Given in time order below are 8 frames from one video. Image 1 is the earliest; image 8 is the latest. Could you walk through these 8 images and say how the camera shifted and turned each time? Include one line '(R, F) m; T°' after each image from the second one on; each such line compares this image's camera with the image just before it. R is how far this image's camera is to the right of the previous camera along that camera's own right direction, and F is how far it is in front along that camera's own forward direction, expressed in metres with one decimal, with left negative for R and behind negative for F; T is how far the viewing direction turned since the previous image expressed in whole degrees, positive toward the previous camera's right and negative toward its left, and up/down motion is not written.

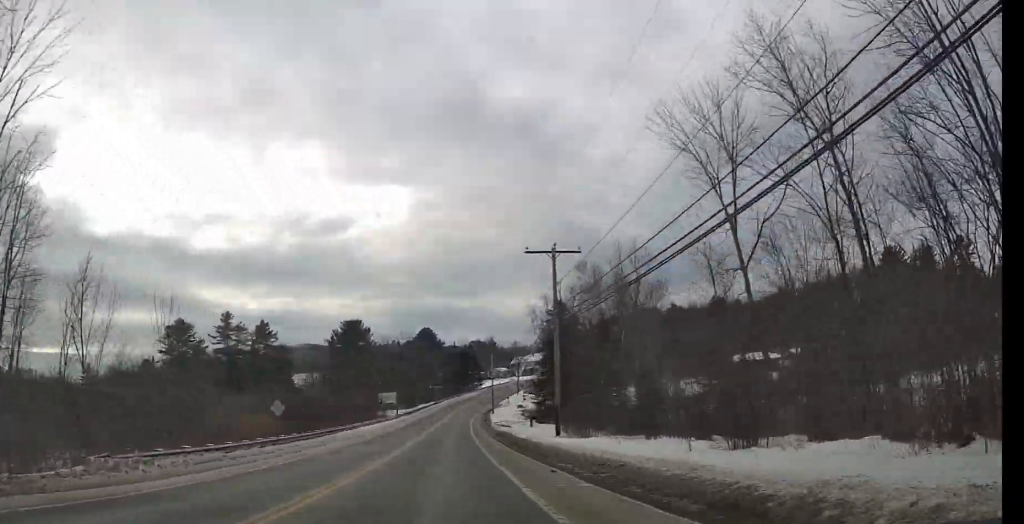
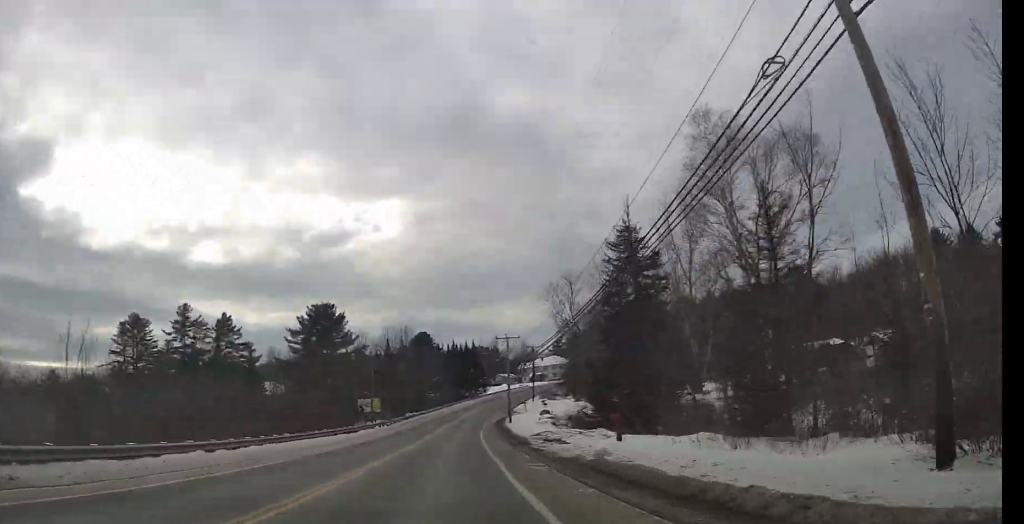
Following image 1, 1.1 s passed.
(+0.3, +26.7) m; +1°
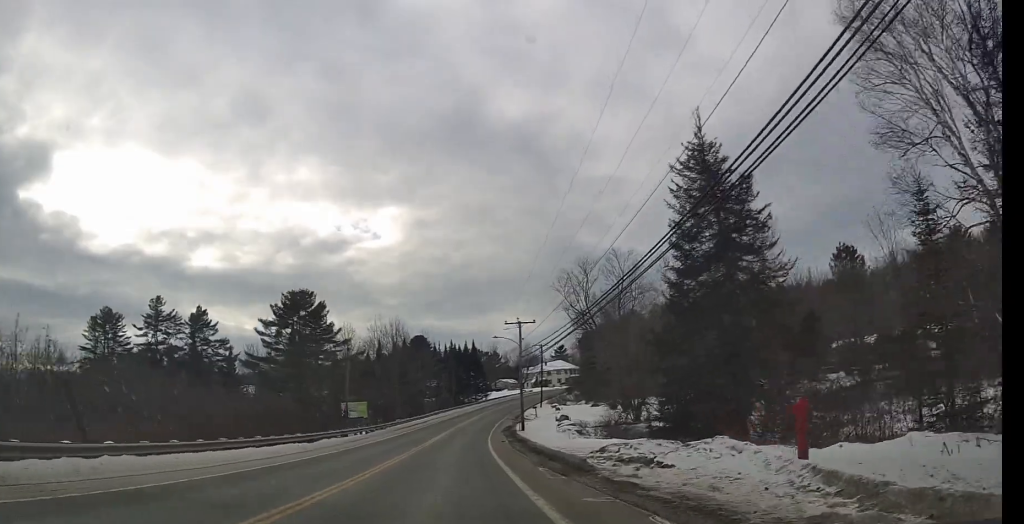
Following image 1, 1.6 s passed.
(+0.1, +12.8) m; 0°
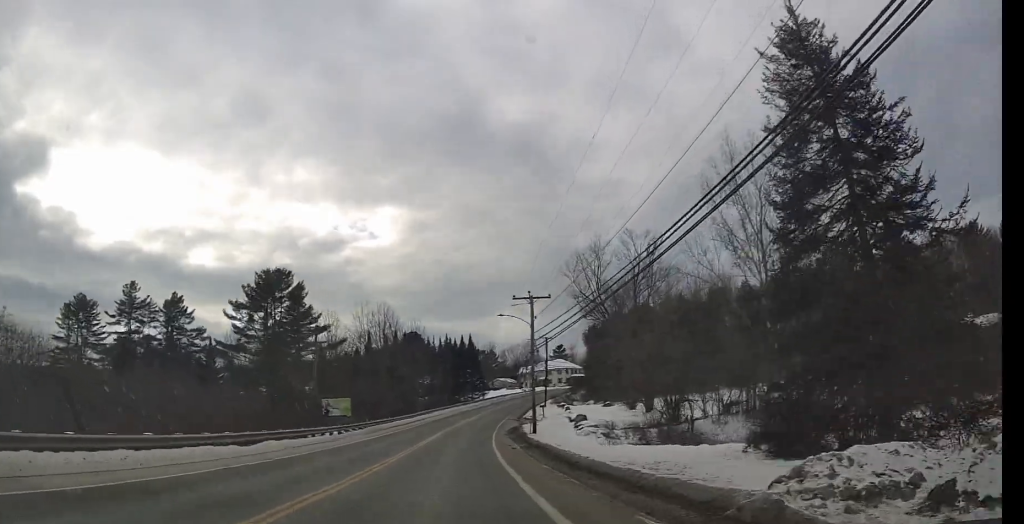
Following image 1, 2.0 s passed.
(-0.1, +9.5) m; 0°
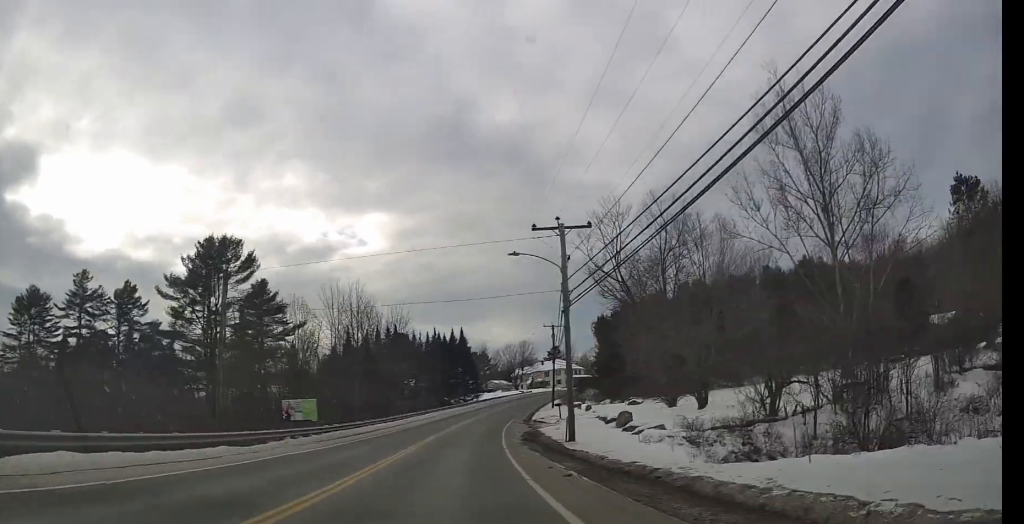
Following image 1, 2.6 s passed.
(-0.1, +14.3) m; 0°
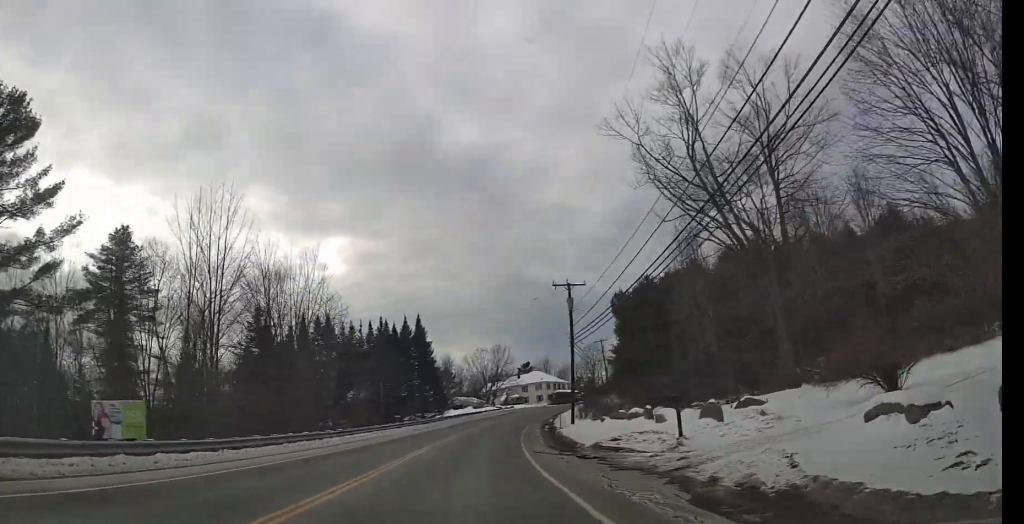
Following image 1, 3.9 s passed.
(+0.7, +30.7) m; +3°
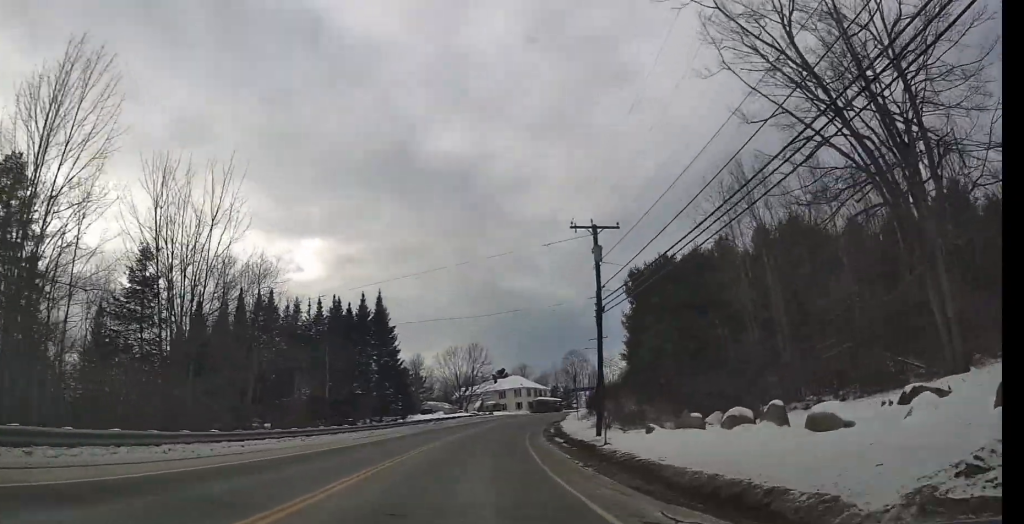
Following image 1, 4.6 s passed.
(+0.5, +15.5) m; +2°
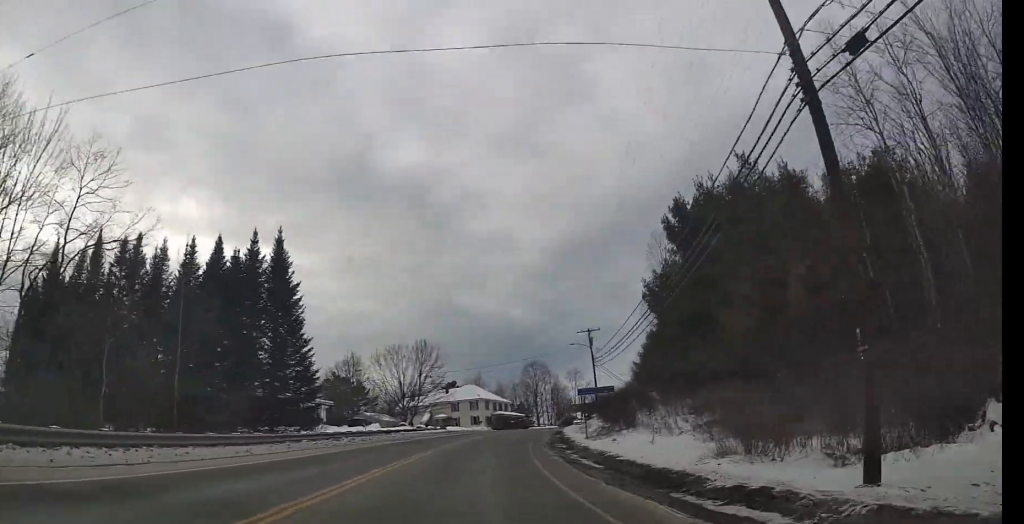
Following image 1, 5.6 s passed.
(+0.2, +21.8) m; +2°
